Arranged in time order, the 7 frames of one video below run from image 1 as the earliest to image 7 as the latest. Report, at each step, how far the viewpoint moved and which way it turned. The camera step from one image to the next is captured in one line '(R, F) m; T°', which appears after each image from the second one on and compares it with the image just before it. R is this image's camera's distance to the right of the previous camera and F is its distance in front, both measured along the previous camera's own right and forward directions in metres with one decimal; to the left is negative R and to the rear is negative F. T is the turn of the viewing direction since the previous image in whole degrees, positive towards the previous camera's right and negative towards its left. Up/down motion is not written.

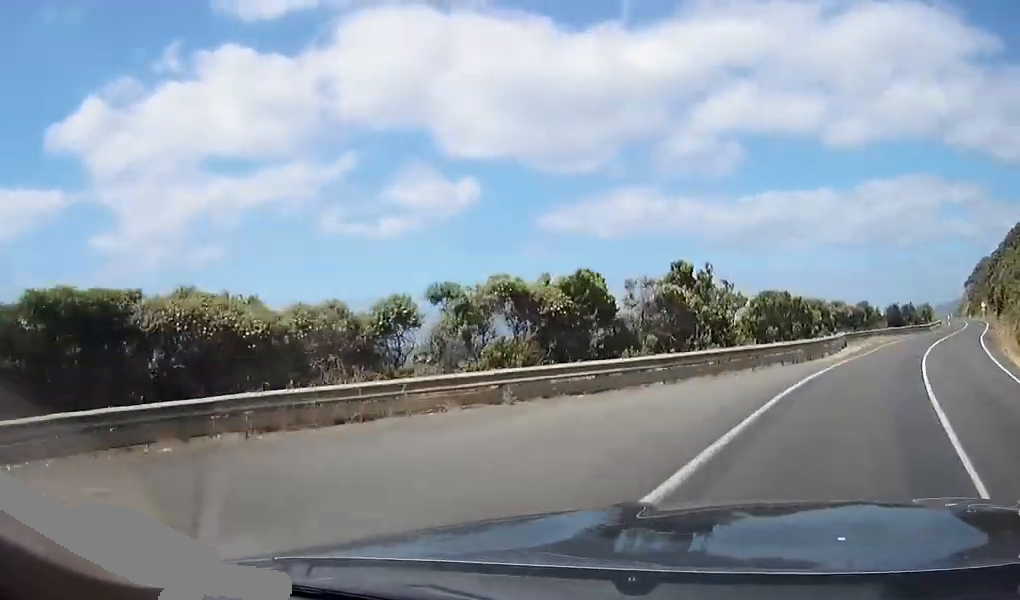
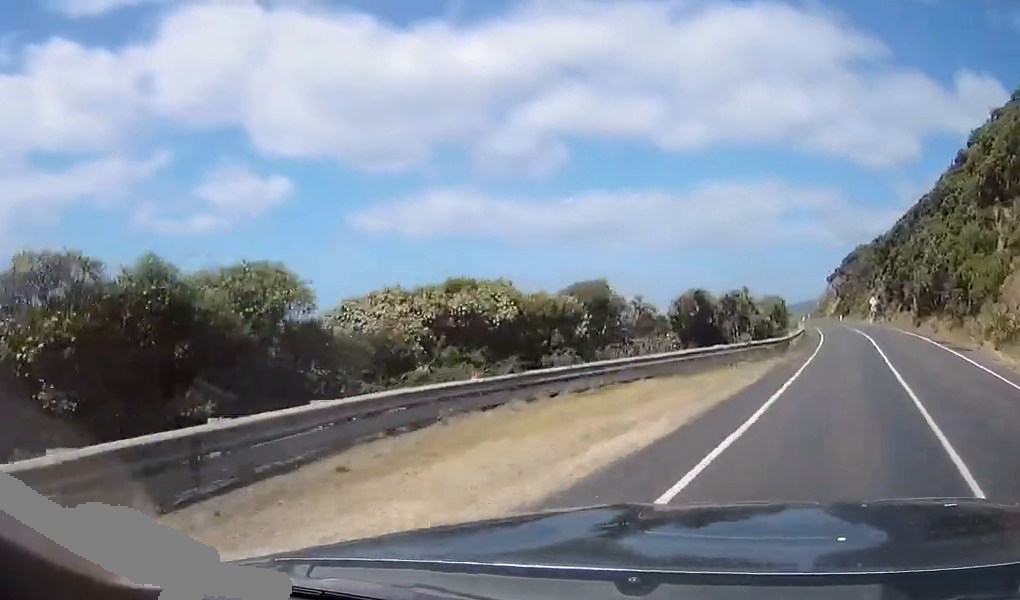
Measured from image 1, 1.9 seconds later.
(+3.8, +38.0) m; +8°
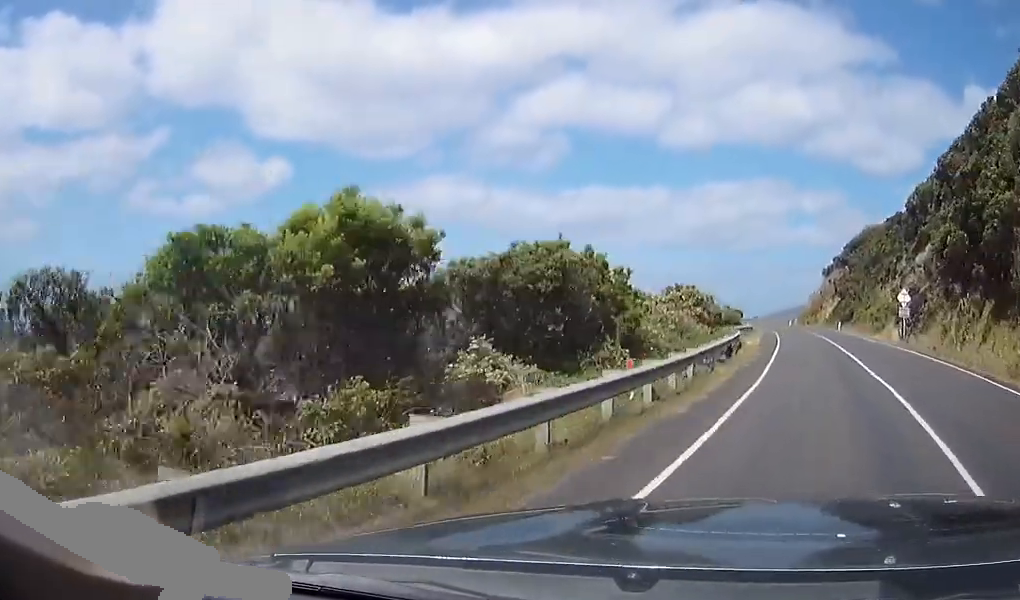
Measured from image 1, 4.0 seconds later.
(-1.0, +42.5) m; -4°
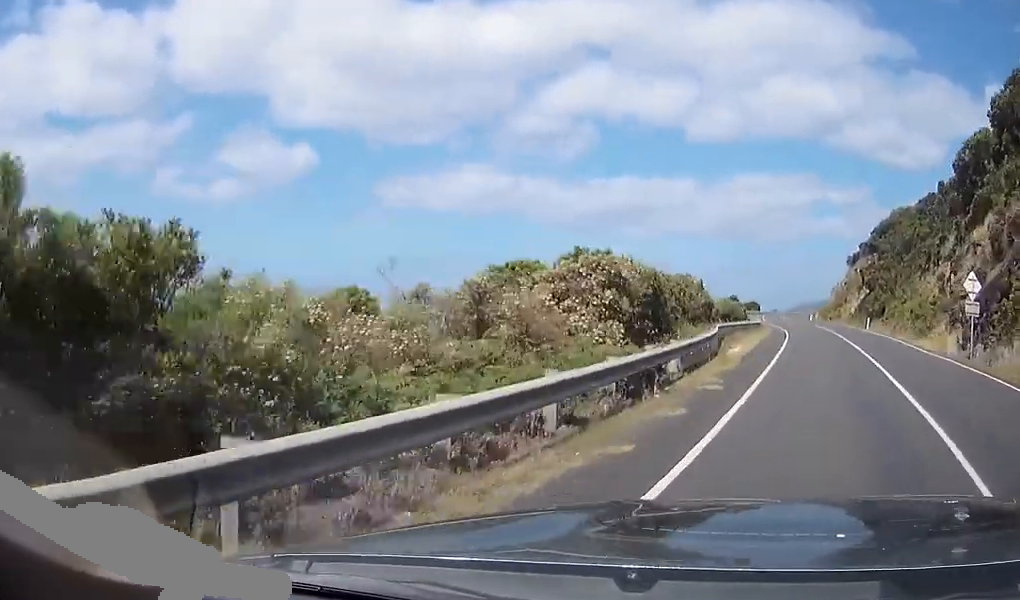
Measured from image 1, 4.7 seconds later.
(-0.1, +14.6) m; -2°
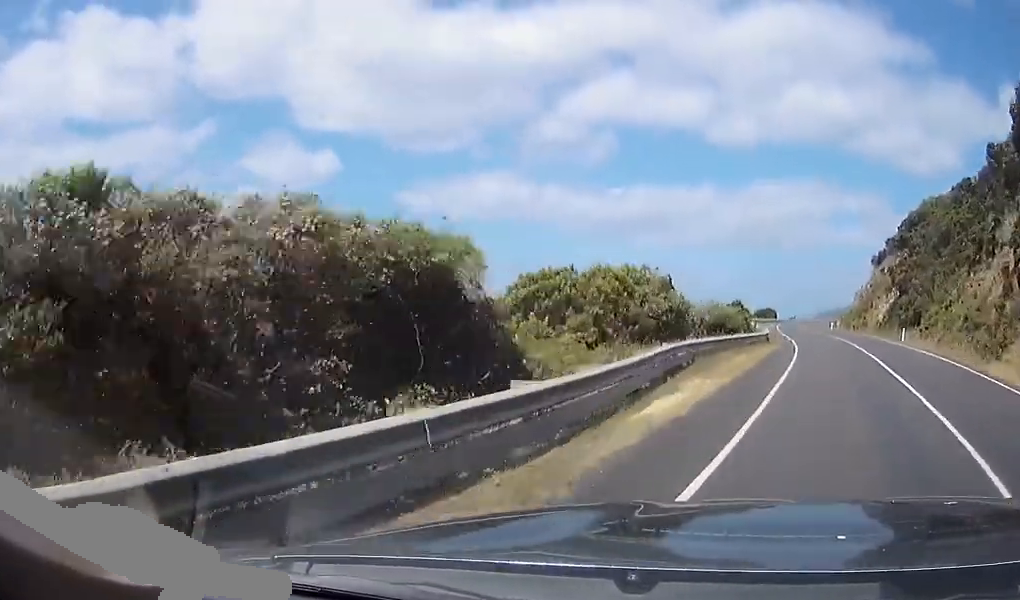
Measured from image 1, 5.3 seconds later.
(-0.2, +13.1) m; -2°
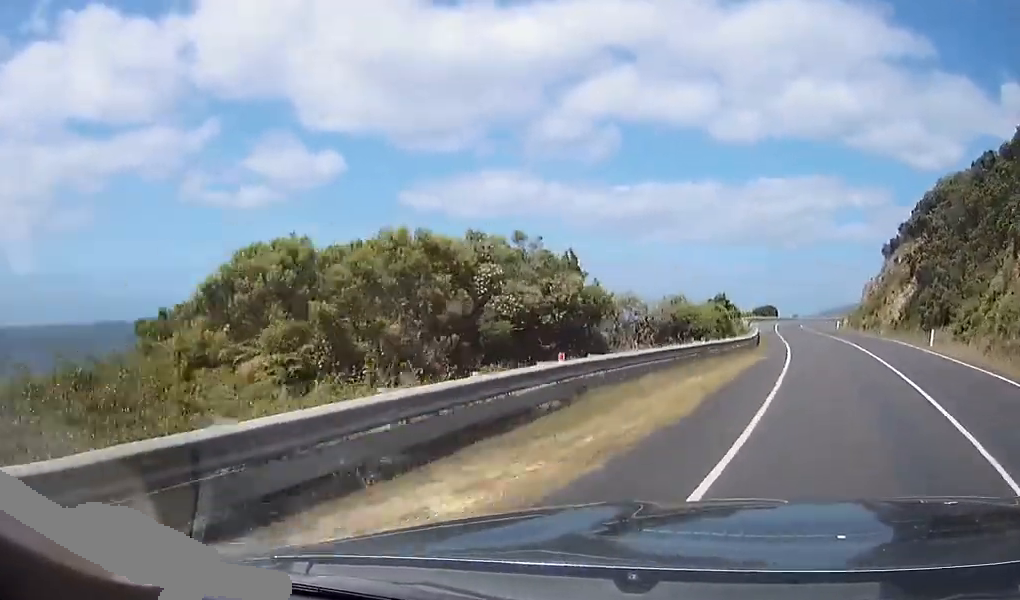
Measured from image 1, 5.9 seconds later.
(-0.1, +11.0) m; -2°
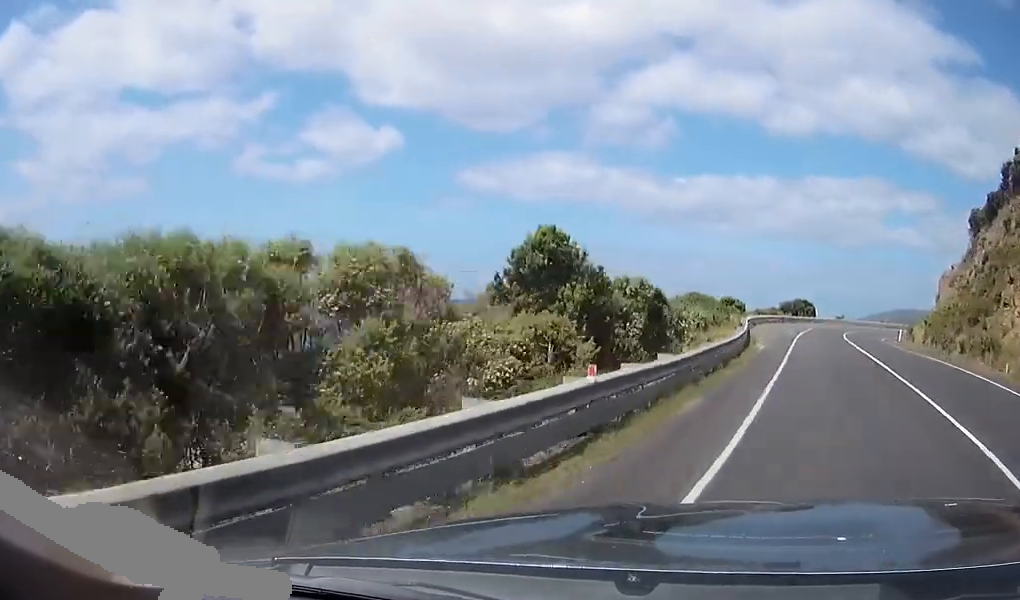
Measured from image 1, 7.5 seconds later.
(-1.7, +32.4) m; -3°
